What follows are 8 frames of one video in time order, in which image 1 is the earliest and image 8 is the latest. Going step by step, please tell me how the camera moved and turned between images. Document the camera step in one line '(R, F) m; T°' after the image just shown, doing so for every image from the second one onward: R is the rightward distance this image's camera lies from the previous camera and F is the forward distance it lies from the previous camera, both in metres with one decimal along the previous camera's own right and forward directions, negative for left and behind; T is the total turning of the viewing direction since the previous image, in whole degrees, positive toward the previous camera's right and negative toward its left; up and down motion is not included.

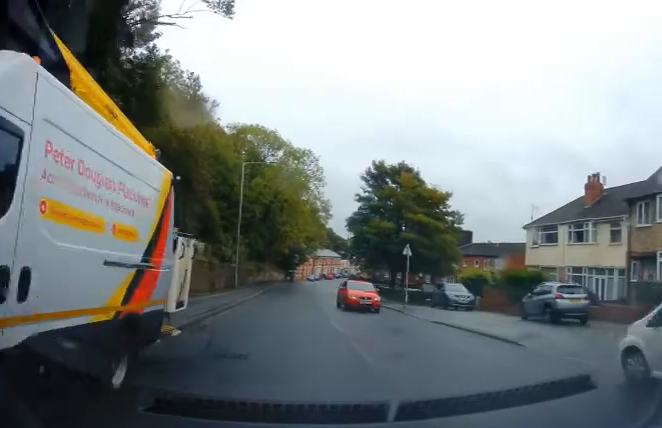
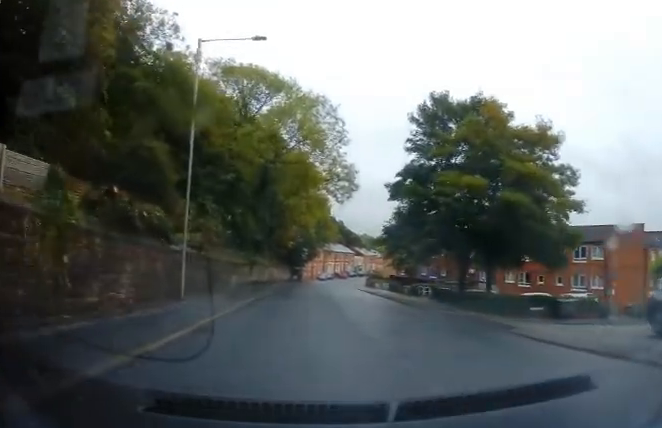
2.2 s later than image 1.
(+0.4, +19.9) m; +4°
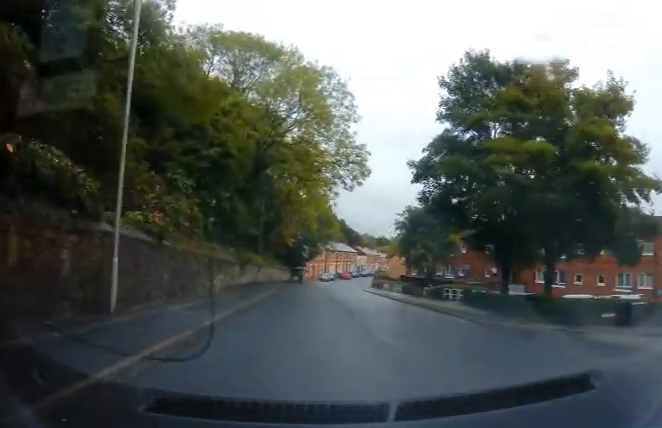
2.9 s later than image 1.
(0.0, +5.6) m; 0°
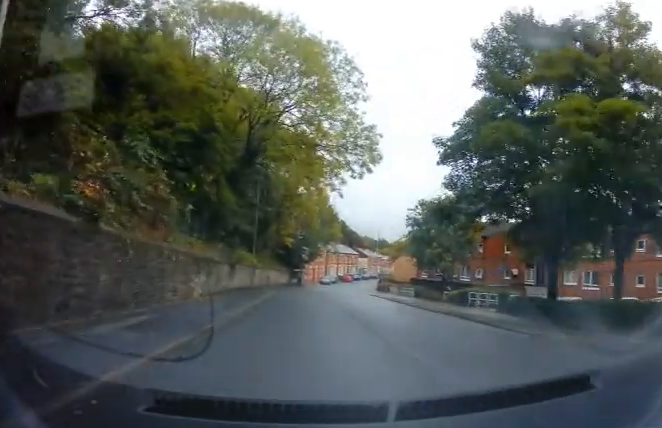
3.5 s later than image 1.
(0.0, +2.7) m; 0°
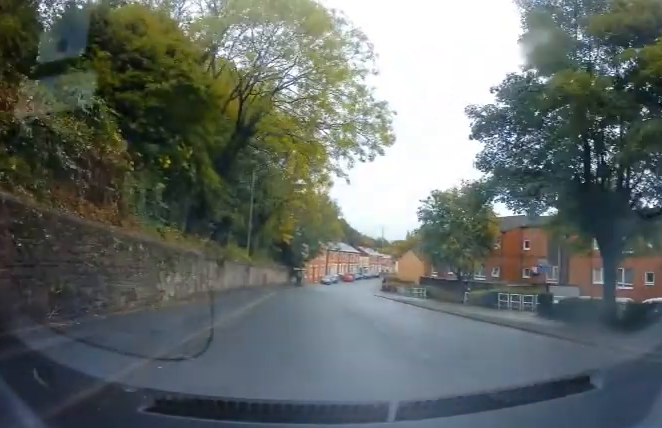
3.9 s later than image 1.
(0.0, +3.2) m; 0°
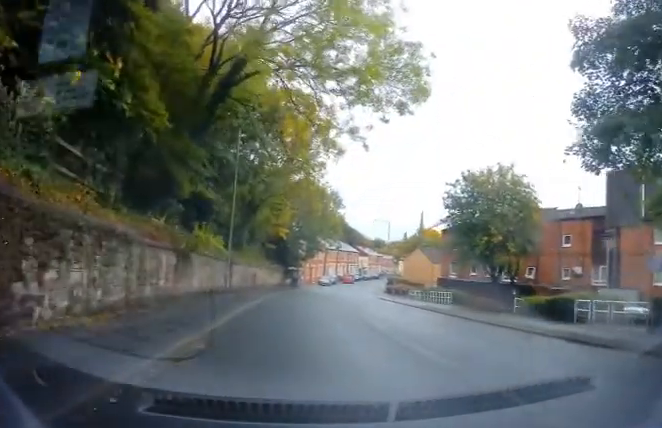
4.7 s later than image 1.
(0.0, +9.3) m; 0°
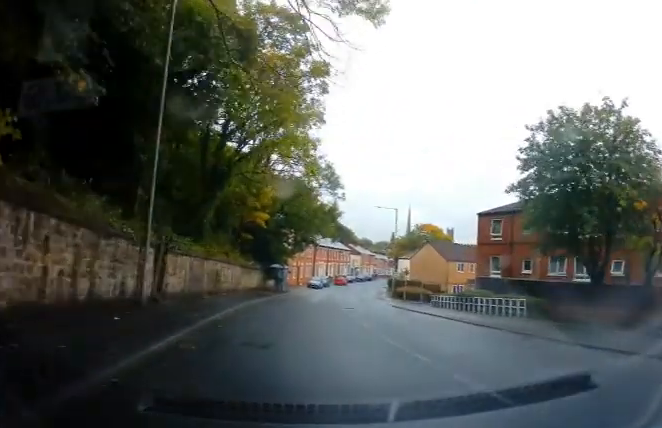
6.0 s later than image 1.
(0.0, +14.6) m; 0°
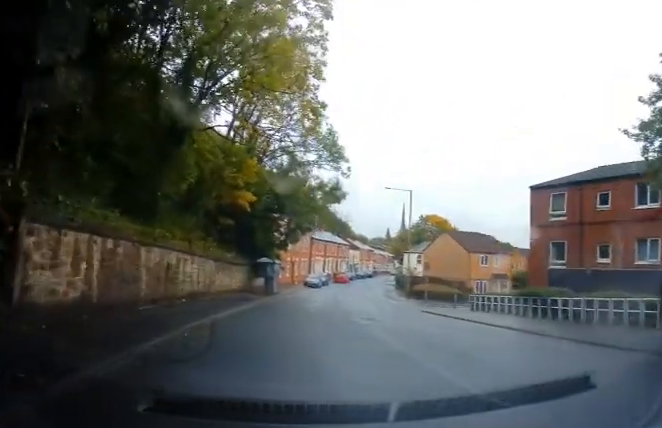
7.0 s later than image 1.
(0.0, +10.2) m; +1°
